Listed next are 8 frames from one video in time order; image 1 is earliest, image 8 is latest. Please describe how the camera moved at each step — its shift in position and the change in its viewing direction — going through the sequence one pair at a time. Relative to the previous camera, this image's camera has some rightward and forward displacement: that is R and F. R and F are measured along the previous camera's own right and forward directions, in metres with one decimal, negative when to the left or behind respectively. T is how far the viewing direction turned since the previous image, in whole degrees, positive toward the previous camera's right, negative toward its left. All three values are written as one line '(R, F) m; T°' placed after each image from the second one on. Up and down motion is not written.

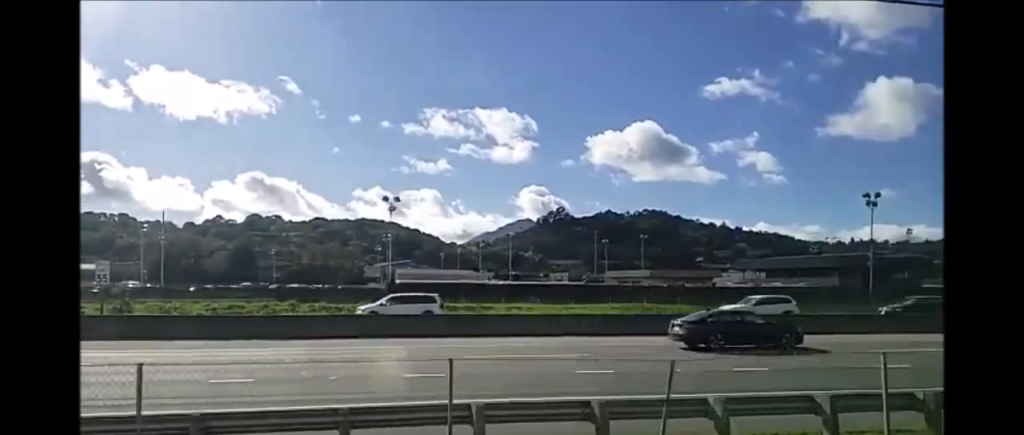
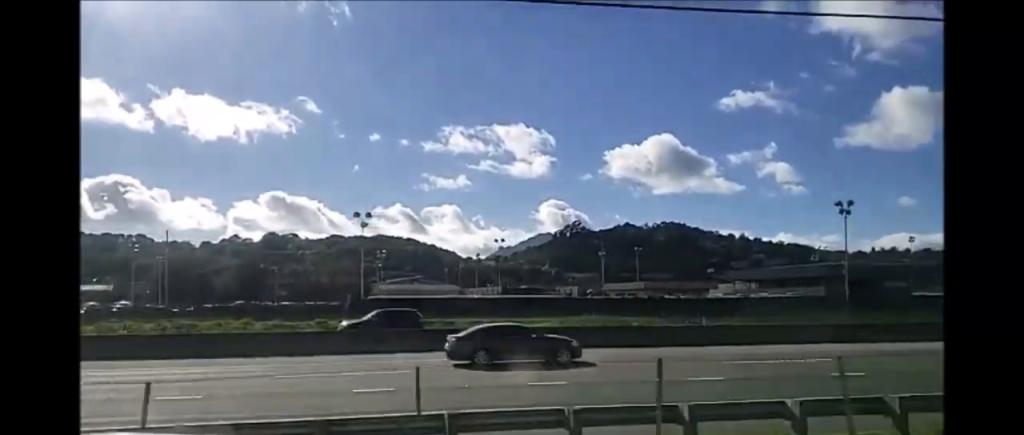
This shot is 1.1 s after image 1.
(+0.3, +6.7) m; +3°
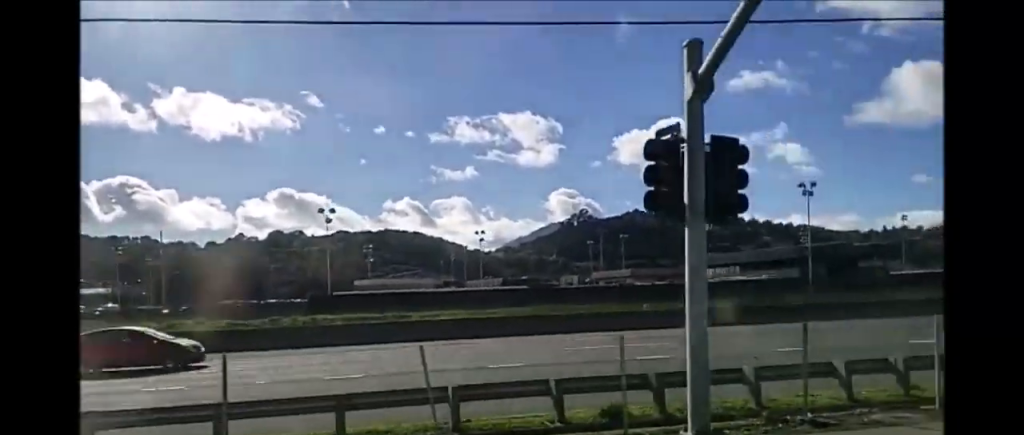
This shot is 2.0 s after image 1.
(+0.1, +5.9) m; +7°
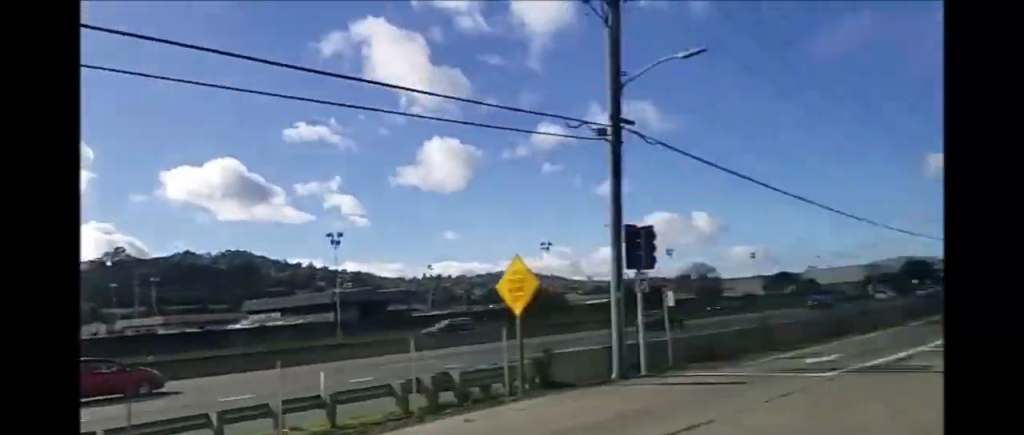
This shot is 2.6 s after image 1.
(+0.3, +3.5) m; +15°
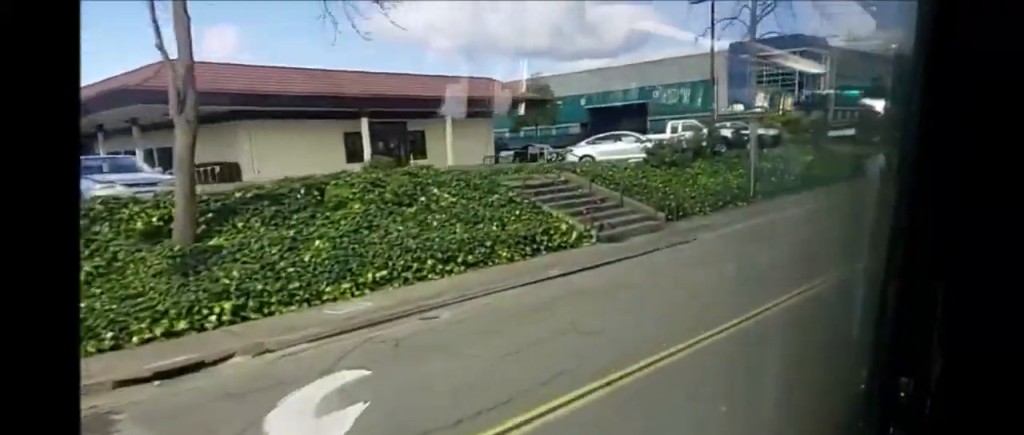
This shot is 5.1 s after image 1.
(+8.0, +15.3) m; +44°
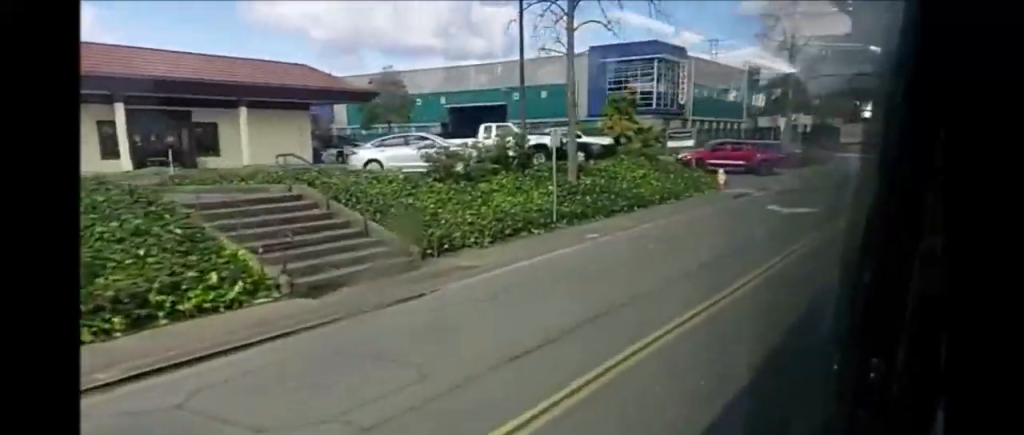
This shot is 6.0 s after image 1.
(+0.6, +6.5) m; +8°
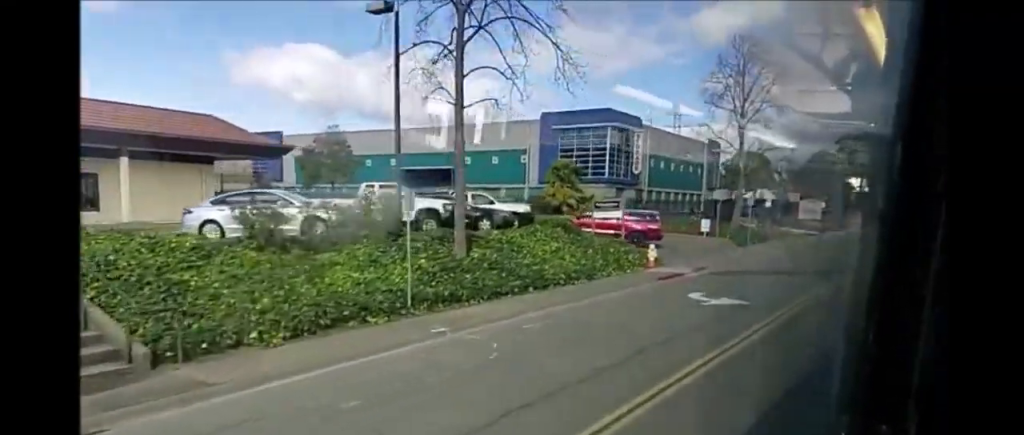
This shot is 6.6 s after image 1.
(+0.2, +5.3) m; +3°
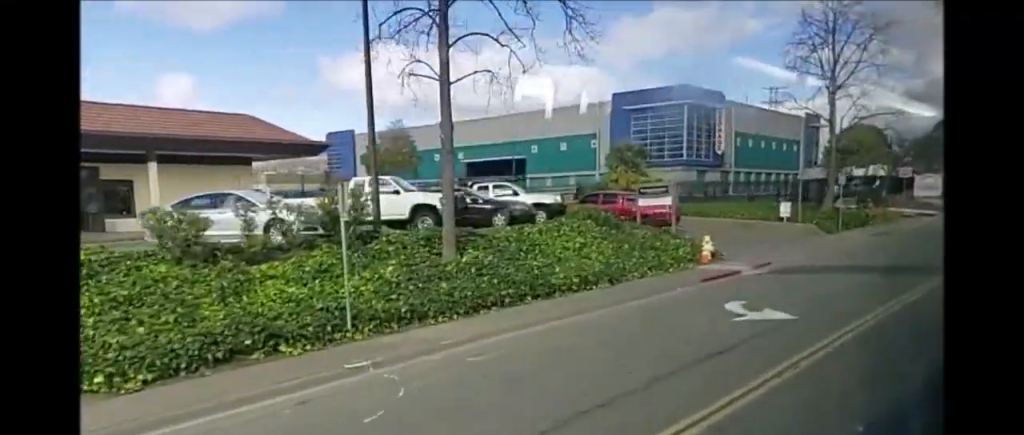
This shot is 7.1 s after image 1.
(0.0, +4.0) m; +2°
